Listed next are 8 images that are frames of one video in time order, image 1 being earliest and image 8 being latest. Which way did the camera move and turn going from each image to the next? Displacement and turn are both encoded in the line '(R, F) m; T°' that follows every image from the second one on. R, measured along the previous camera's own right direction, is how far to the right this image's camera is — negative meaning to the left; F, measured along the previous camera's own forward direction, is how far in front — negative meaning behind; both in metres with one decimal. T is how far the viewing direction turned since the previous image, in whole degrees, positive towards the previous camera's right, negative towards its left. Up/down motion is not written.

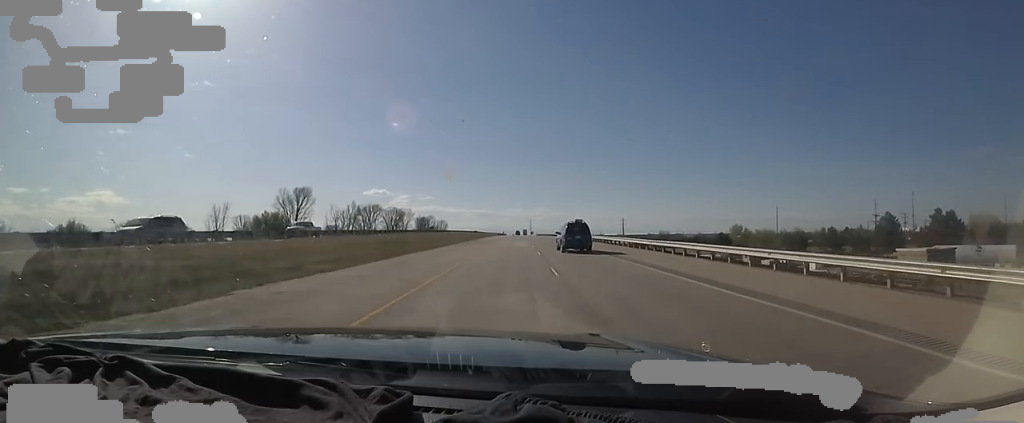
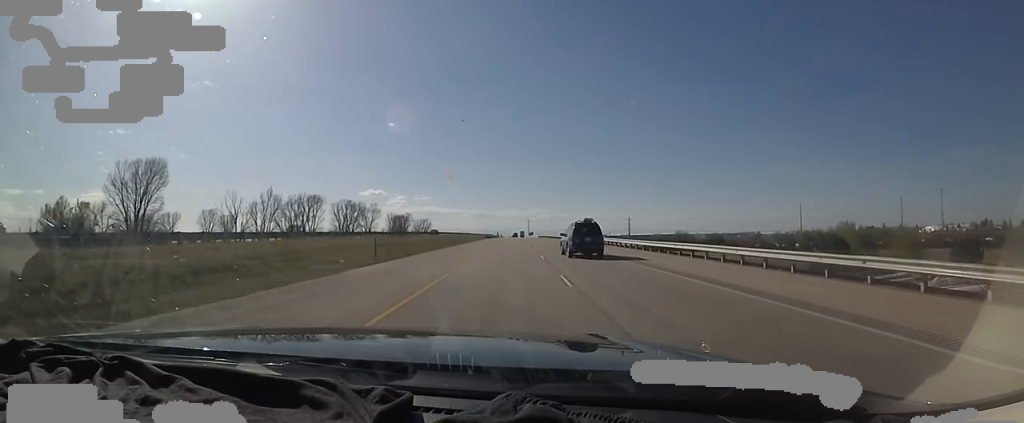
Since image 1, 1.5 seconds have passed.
(+0.1, +50.7) m; -1°
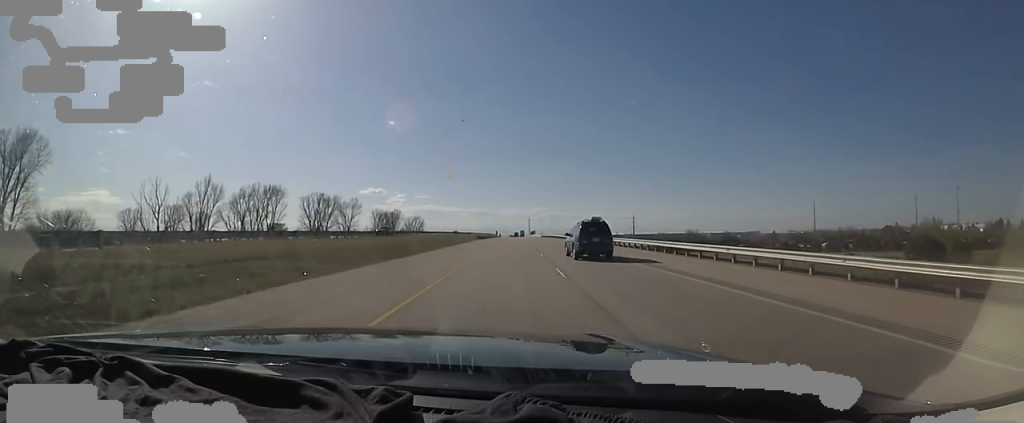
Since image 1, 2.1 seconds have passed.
(-0.3, +21.8) m; -1°
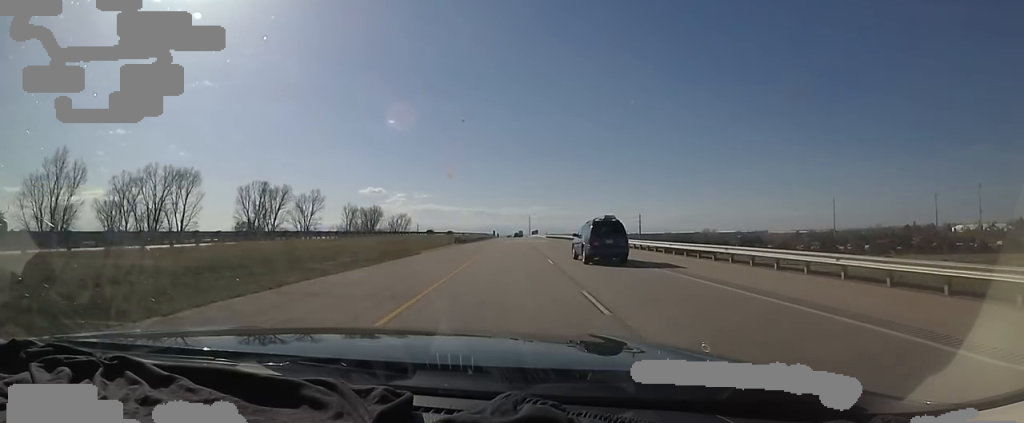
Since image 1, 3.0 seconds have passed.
(0.0, +29.8) m; 0°
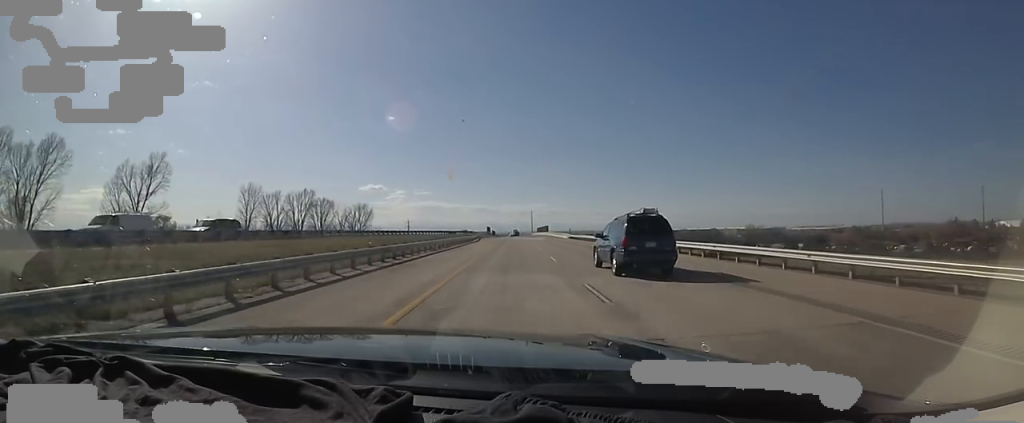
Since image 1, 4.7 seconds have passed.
(+0.4, +58.1) m; +1°
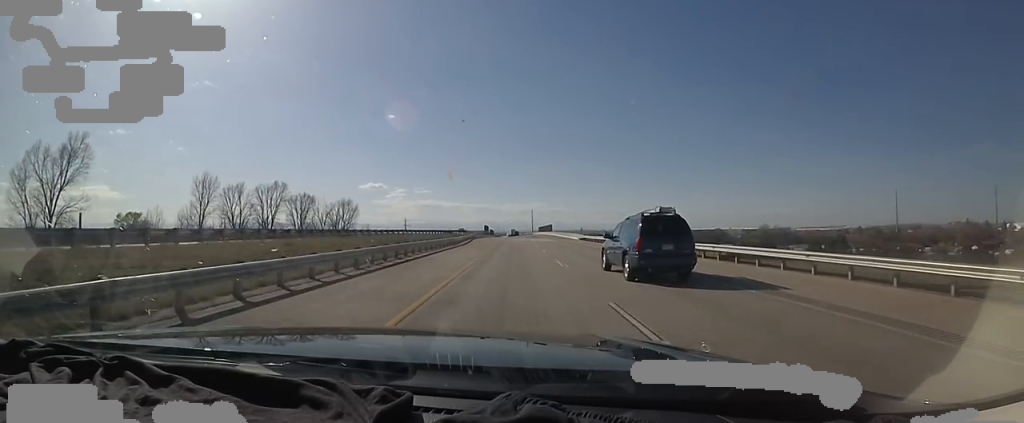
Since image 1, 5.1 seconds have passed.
(-0.1, +14.7) m; +1°
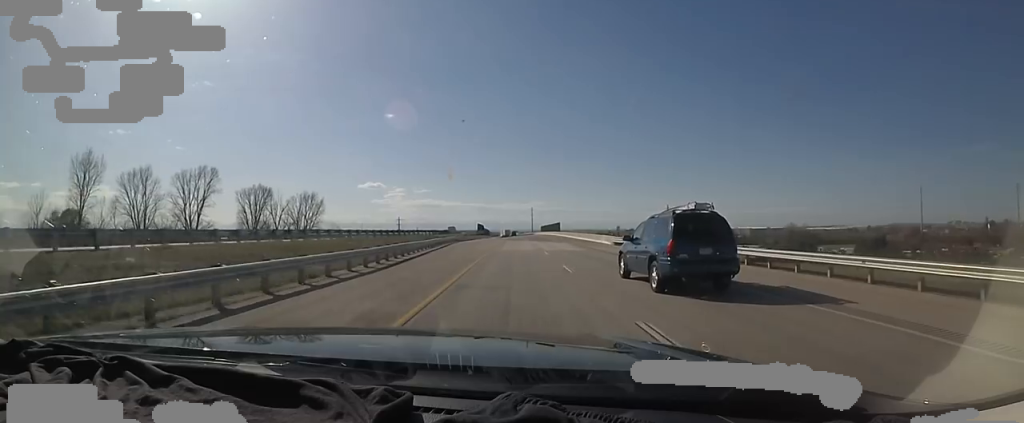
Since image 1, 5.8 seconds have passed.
(+0.7, +24.8) m; 0°
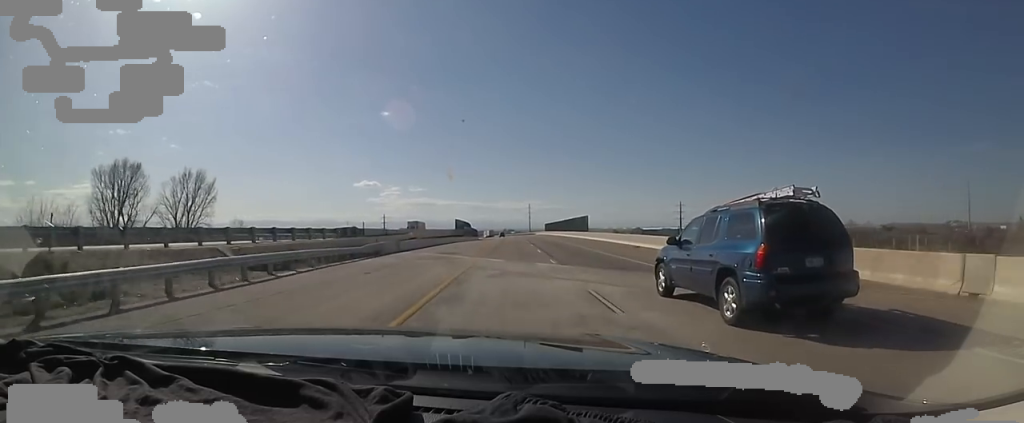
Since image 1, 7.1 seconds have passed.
(-0.8, +44.2) m; -1°
